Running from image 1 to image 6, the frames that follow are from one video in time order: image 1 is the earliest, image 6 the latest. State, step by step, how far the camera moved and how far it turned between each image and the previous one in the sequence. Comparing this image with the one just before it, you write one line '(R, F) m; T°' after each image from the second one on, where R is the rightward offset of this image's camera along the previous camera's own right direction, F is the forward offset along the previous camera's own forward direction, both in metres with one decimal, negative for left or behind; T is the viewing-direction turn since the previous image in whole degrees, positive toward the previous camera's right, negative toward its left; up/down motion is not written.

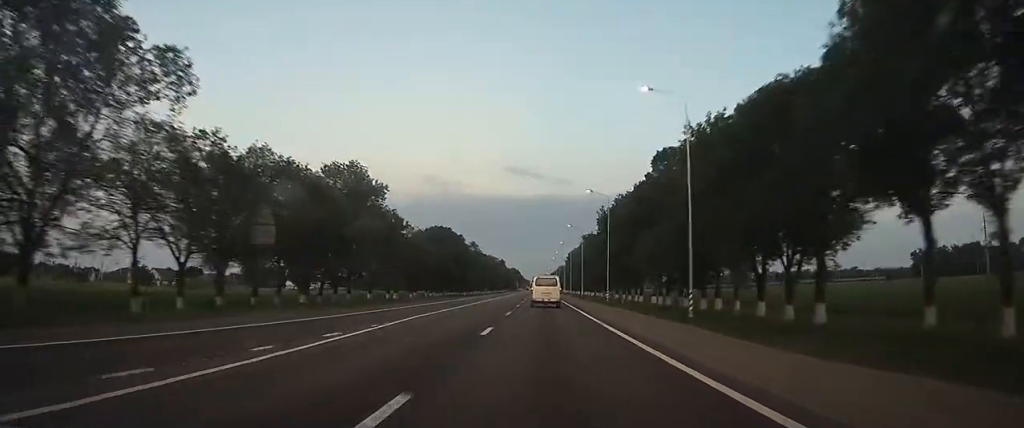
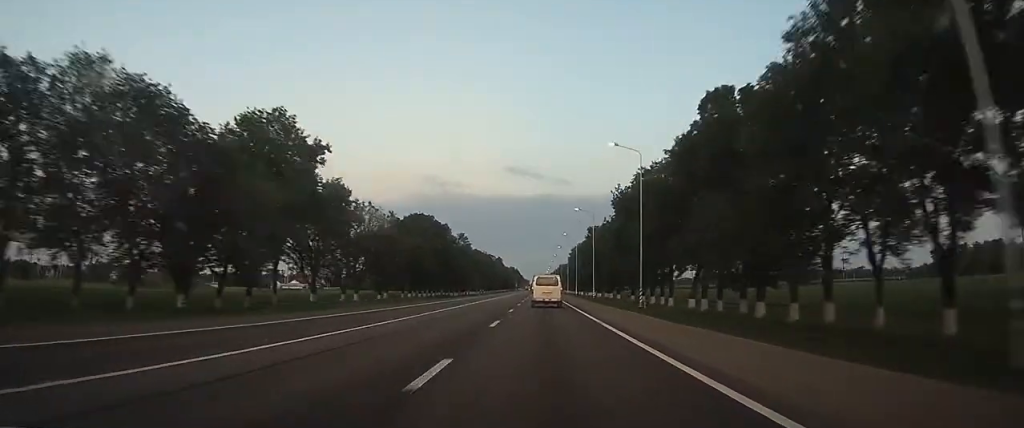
(0.0, +20.6) m; 0°
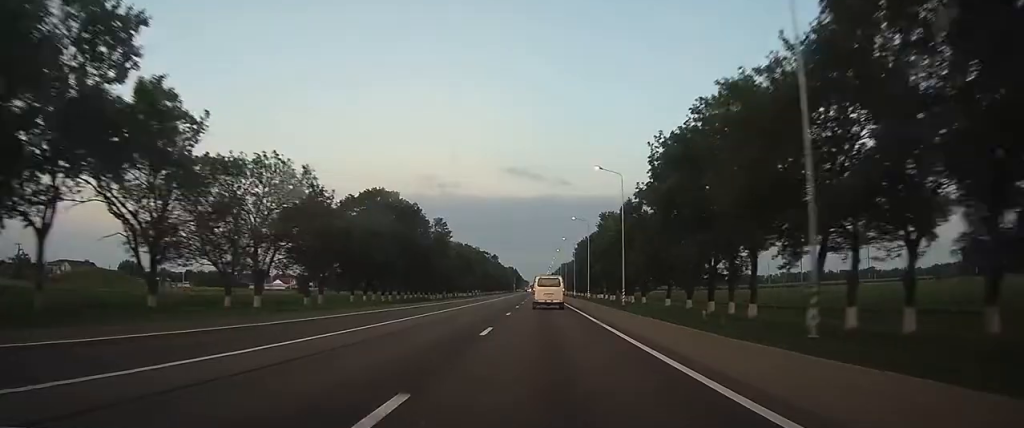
(0.0, +27.2) m; 0°
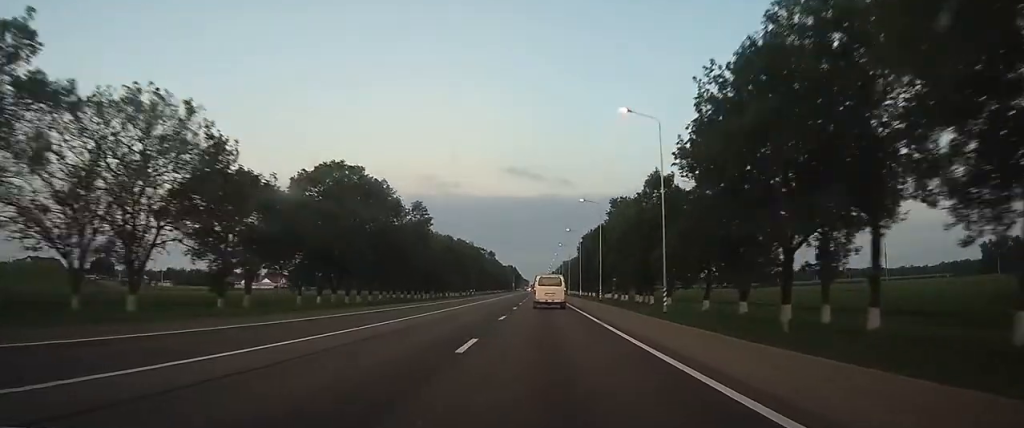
(0.0, +16.6) m; 0°
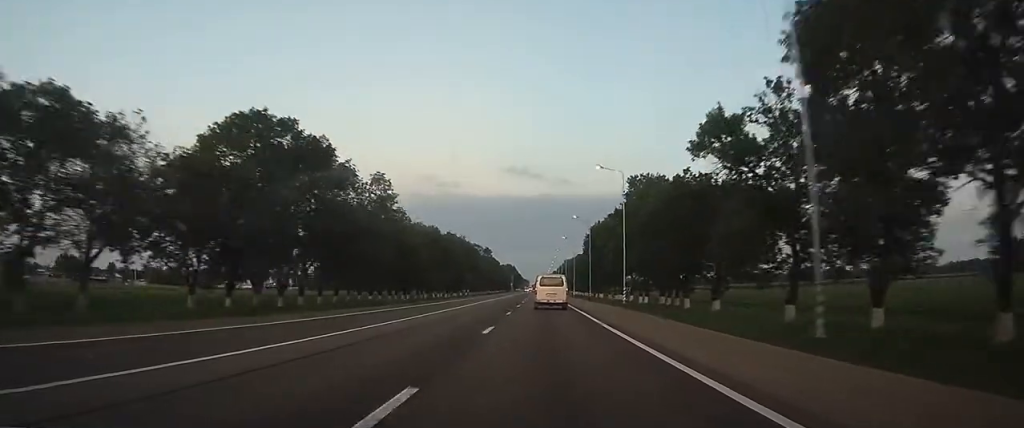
(0.0, +19.1) m; 0°
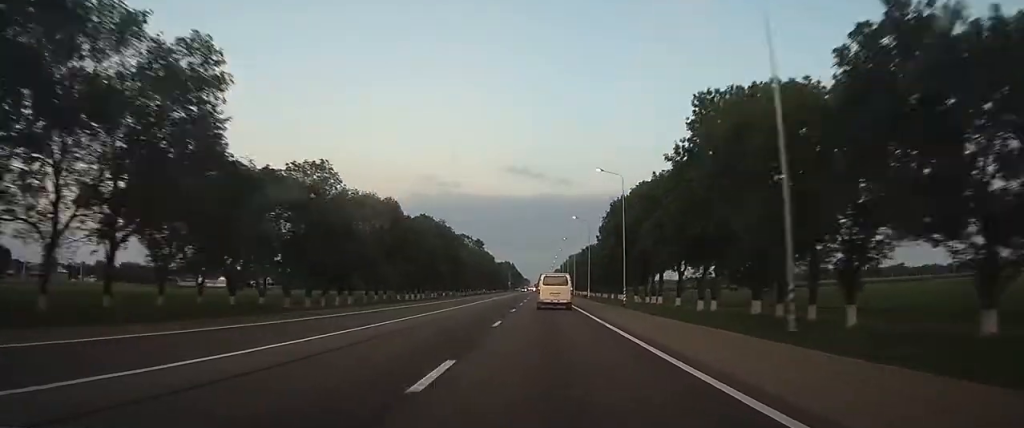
(-0.1, +33.4) m; 0°
